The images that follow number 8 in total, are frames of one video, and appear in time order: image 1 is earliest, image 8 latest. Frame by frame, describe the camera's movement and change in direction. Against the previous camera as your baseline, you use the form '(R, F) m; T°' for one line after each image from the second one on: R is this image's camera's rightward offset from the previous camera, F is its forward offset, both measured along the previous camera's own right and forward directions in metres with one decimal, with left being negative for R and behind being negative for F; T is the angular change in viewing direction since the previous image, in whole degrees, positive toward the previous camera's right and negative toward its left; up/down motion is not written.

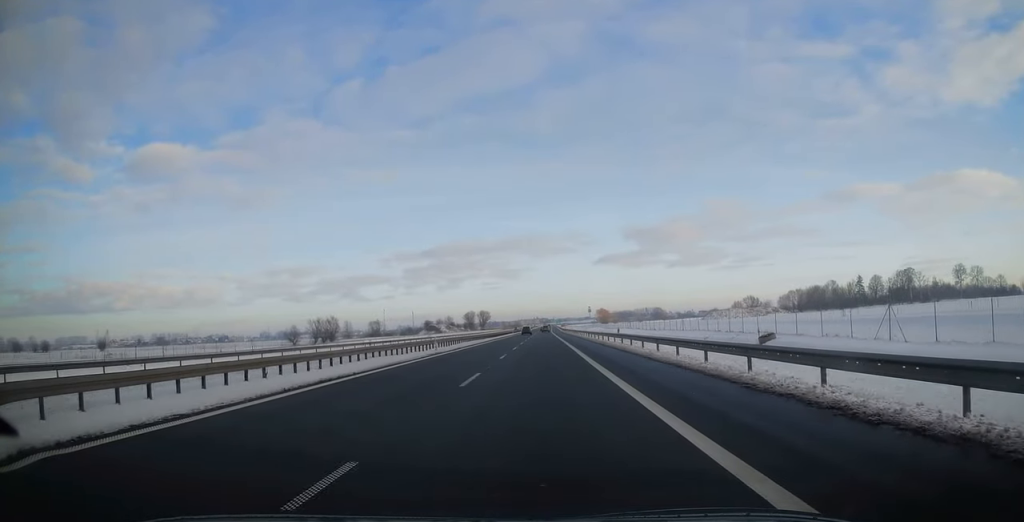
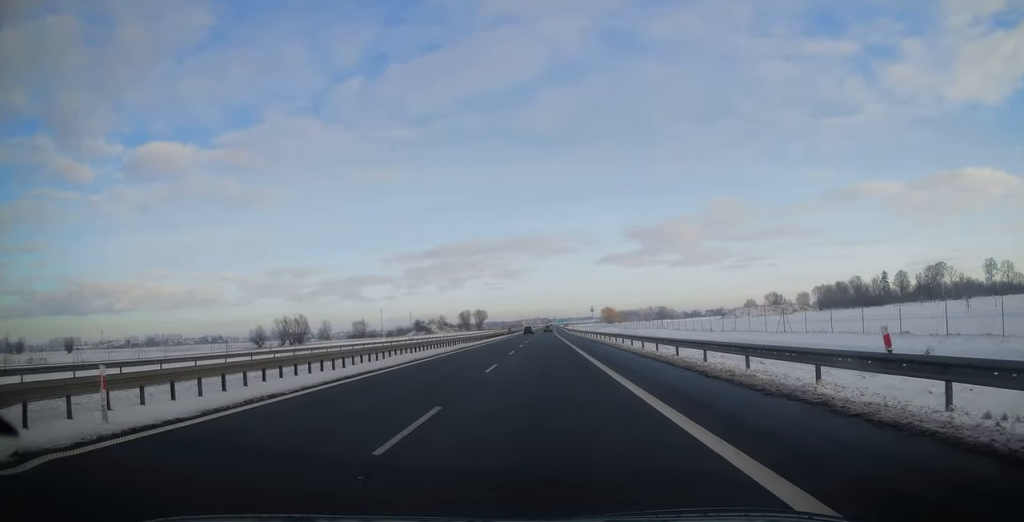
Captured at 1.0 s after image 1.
(0.0, +31.4) m; 0°
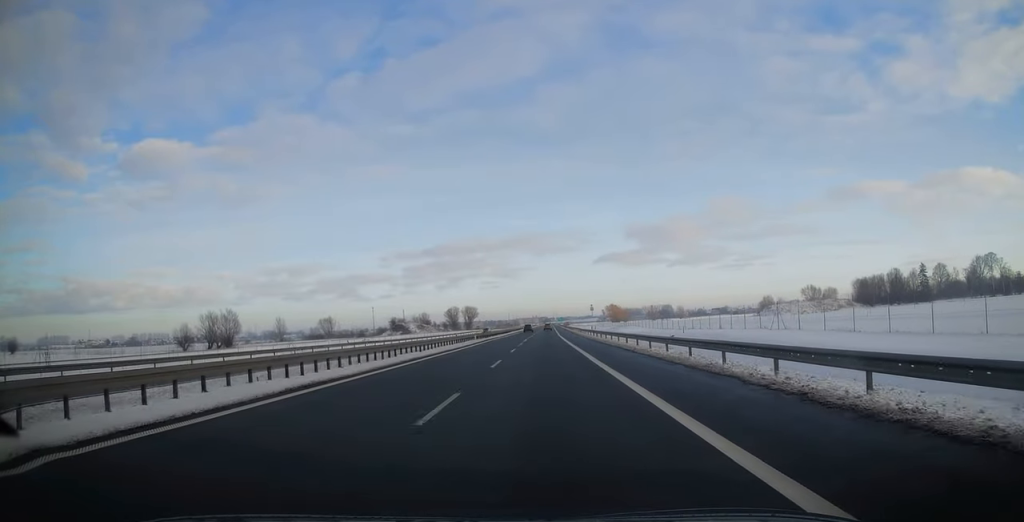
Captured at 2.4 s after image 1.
(0.0, +45.6) m; 0°
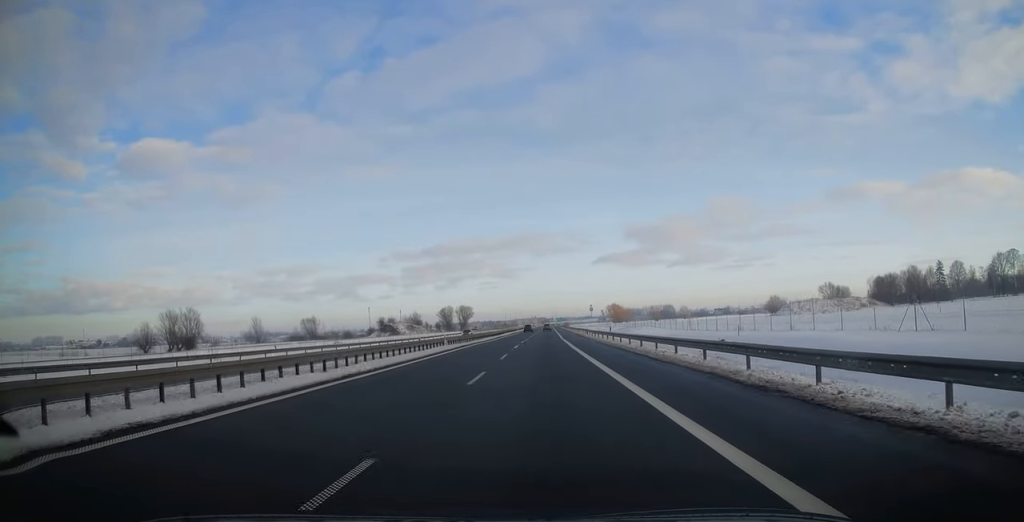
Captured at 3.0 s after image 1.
(0.0, +18.1) m; 0°
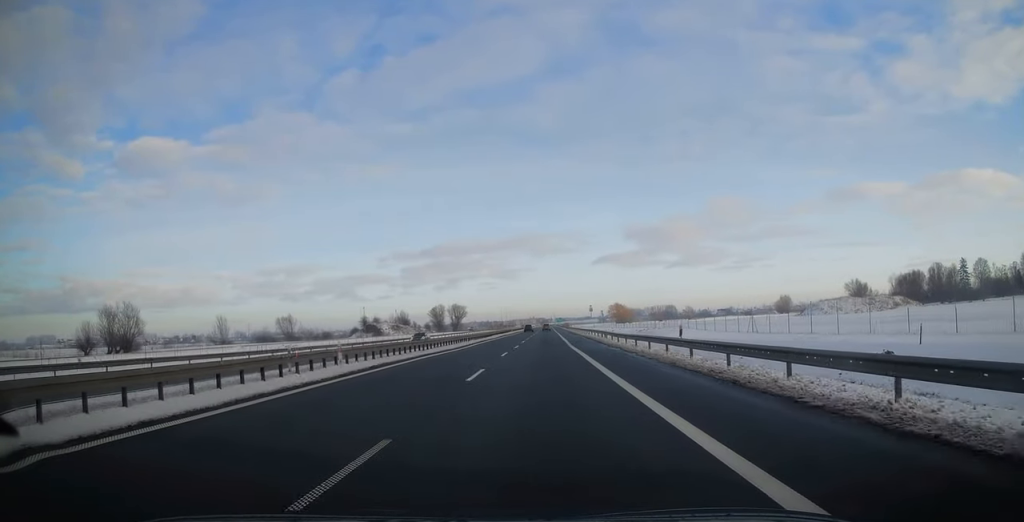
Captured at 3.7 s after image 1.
(0.0, +22.9) m; 0°
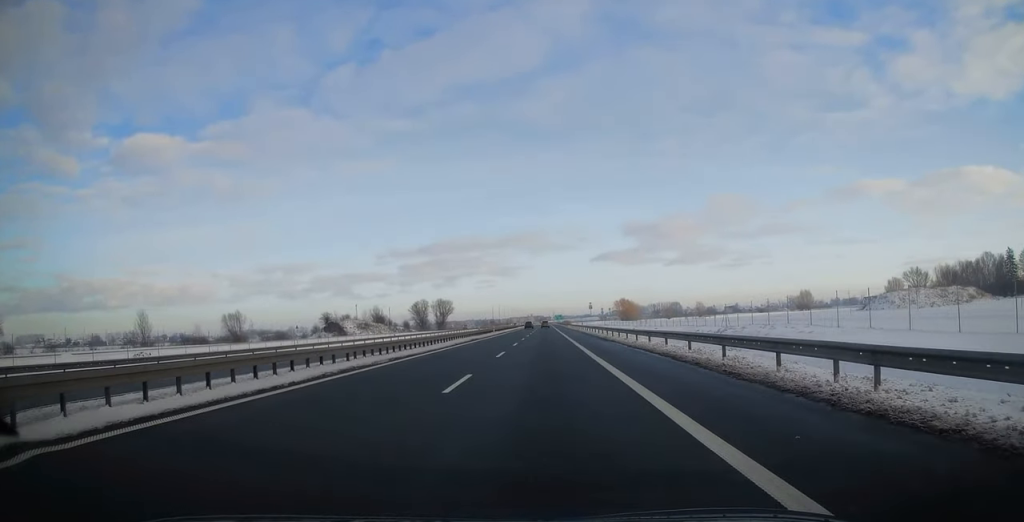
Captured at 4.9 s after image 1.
(0.0, +39.3) m; 0°
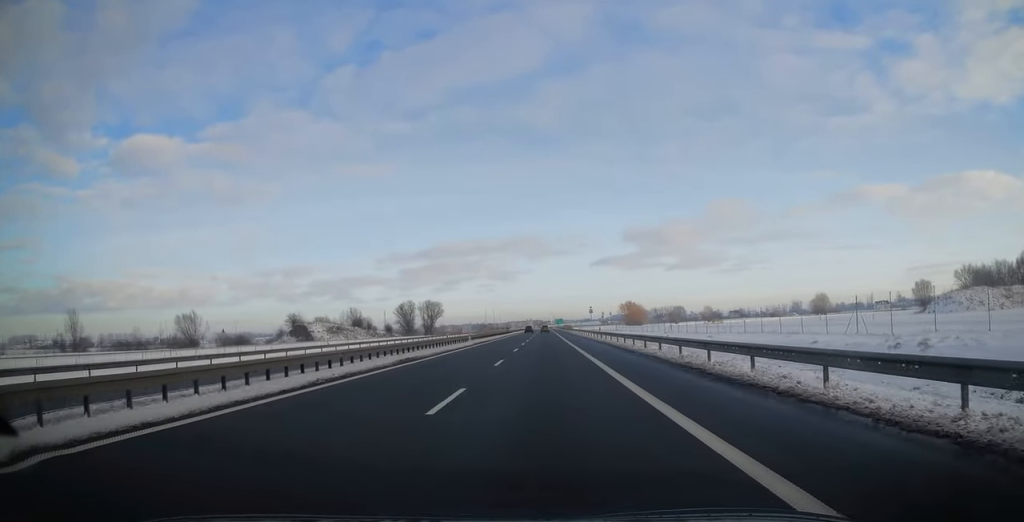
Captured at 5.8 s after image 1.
(0.0, +26.0) m; 0°
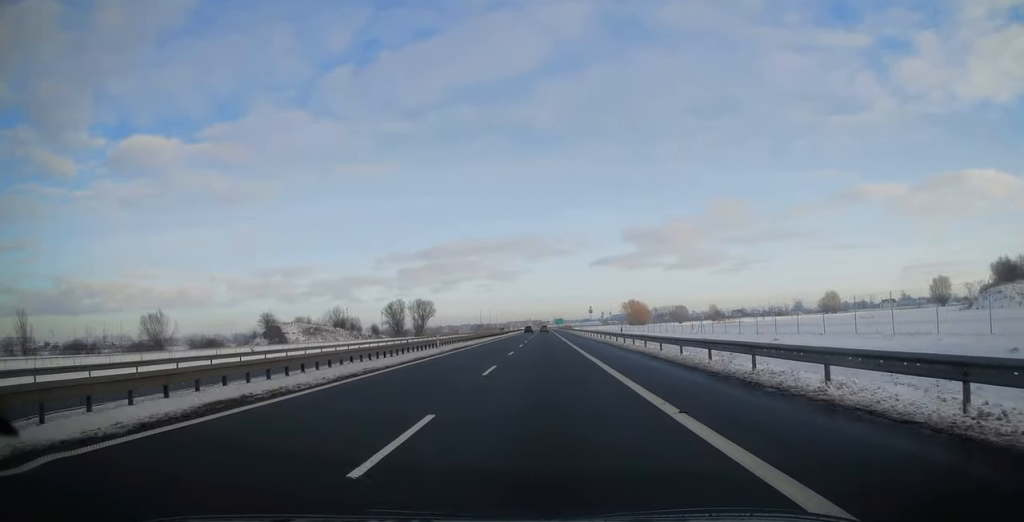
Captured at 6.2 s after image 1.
(0.0, +15.9) m; 0°
